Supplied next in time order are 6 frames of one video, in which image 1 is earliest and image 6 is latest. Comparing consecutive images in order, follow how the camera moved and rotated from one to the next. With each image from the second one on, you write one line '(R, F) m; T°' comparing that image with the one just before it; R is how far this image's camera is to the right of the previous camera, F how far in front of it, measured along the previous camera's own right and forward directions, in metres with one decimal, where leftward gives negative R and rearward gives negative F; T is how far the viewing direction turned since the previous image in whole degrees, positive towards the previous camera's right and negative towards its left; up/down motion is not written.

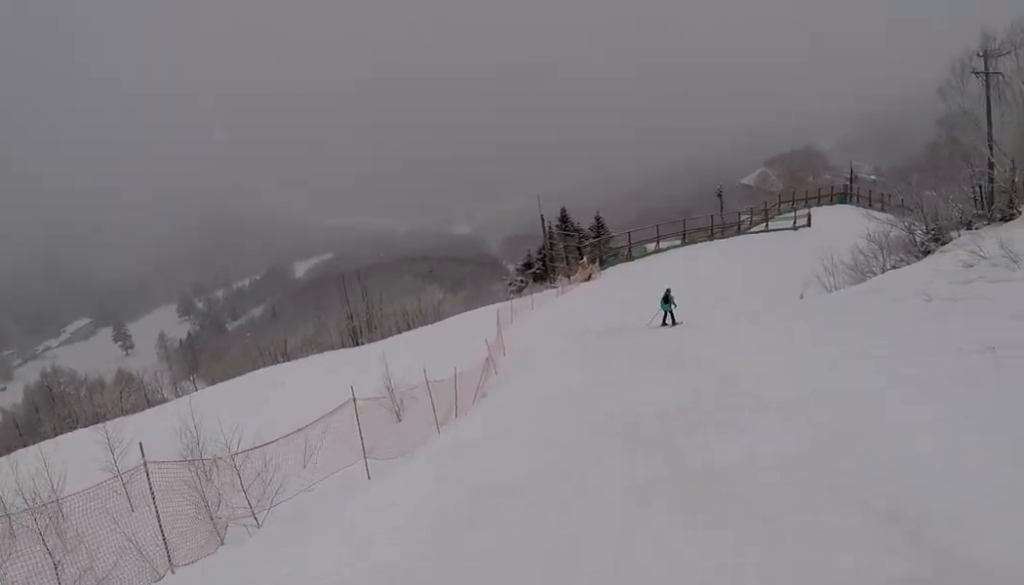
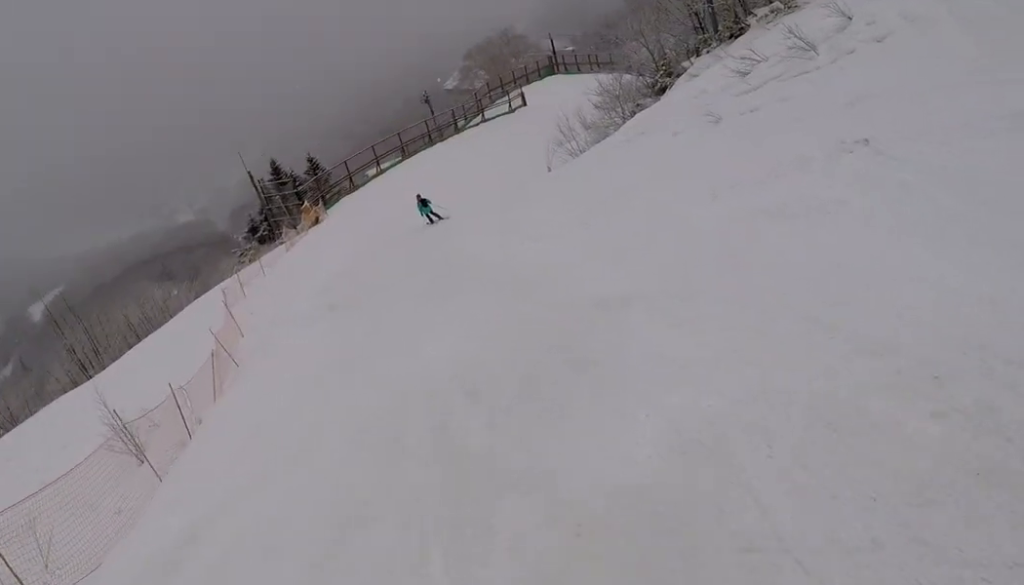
(0.0, +3.9) m; 0°
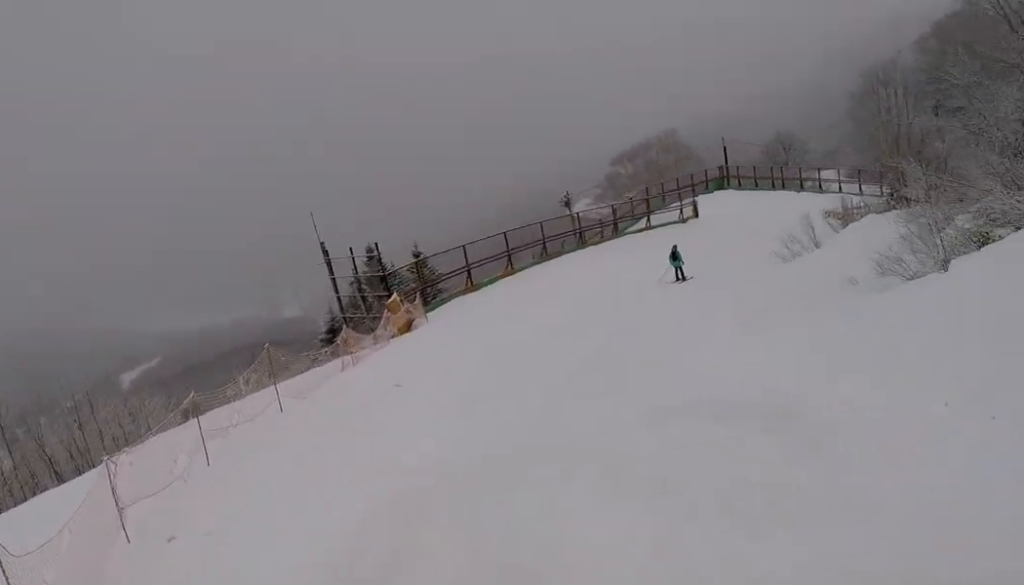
(-1.4, +16.8) m; -5°
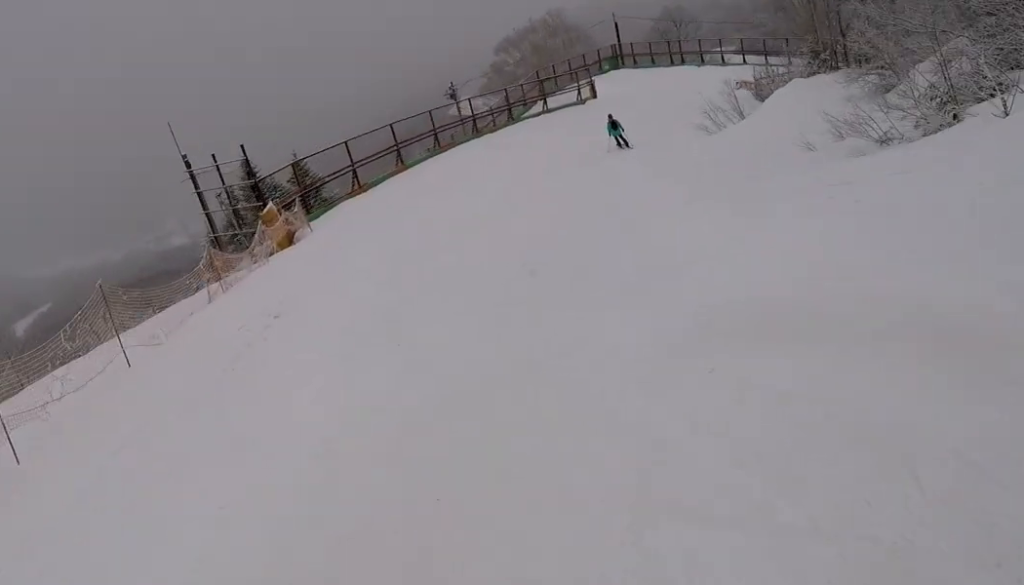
(-0.8, +3.2) m; +6°
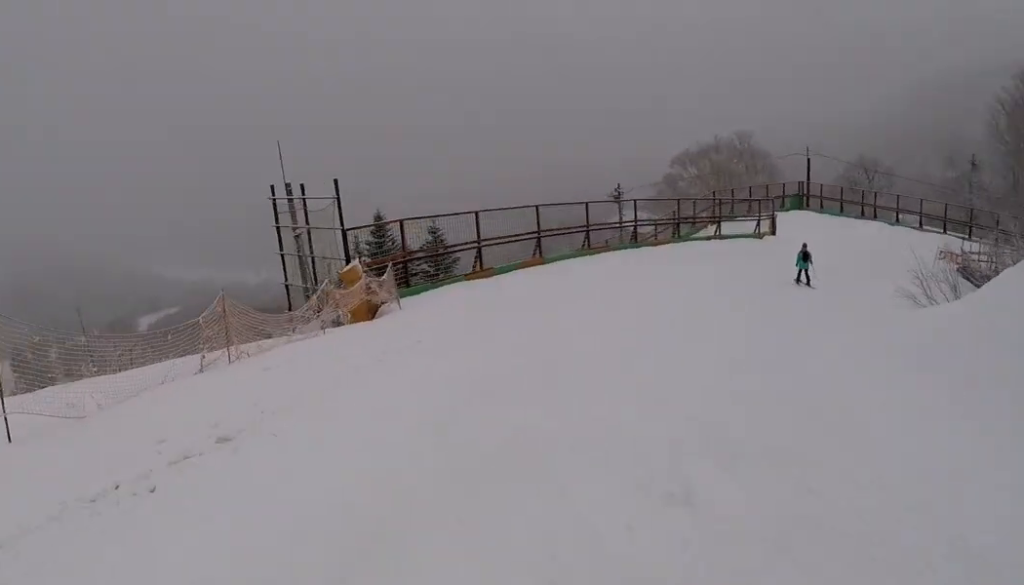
(+1.8, +4.9) m; +7°
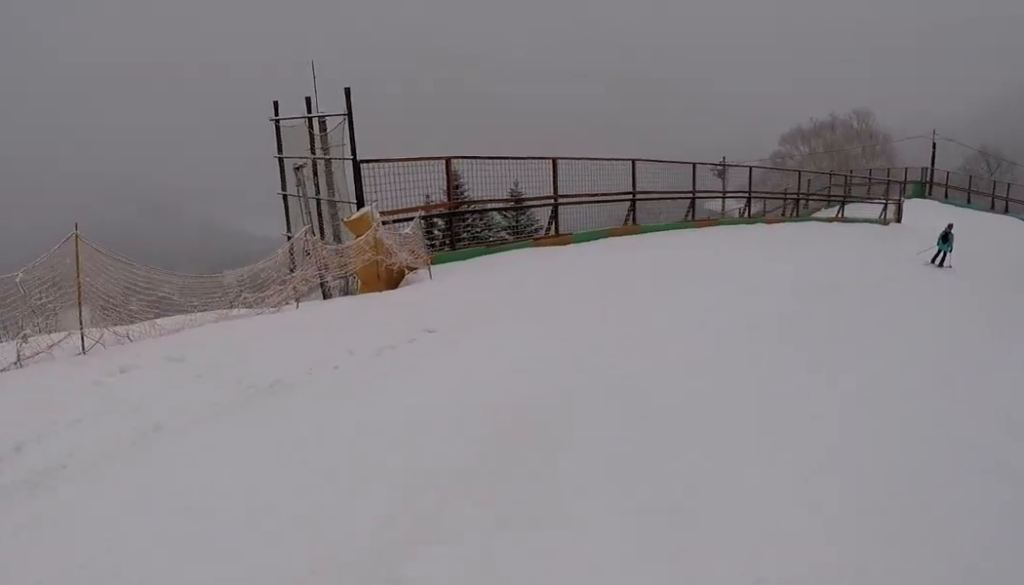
(+0.1, +4.9) m; +5°
